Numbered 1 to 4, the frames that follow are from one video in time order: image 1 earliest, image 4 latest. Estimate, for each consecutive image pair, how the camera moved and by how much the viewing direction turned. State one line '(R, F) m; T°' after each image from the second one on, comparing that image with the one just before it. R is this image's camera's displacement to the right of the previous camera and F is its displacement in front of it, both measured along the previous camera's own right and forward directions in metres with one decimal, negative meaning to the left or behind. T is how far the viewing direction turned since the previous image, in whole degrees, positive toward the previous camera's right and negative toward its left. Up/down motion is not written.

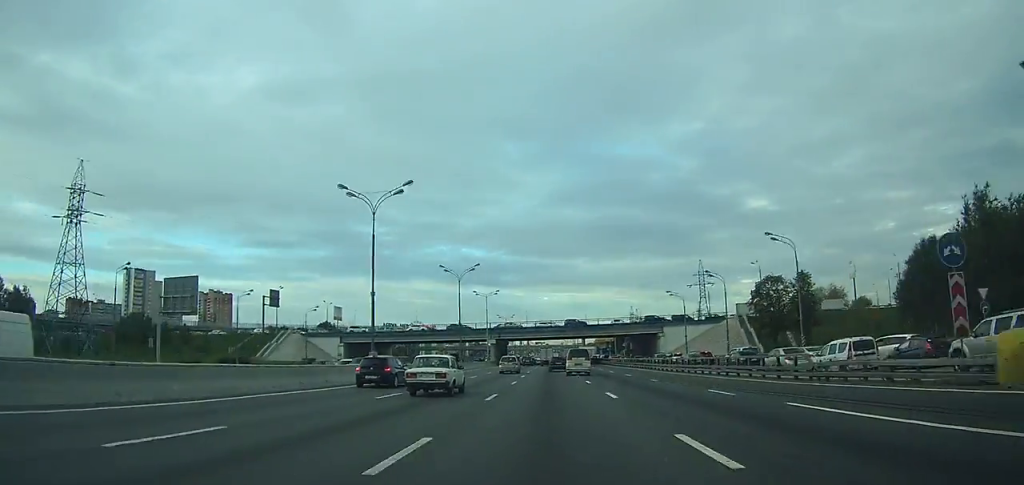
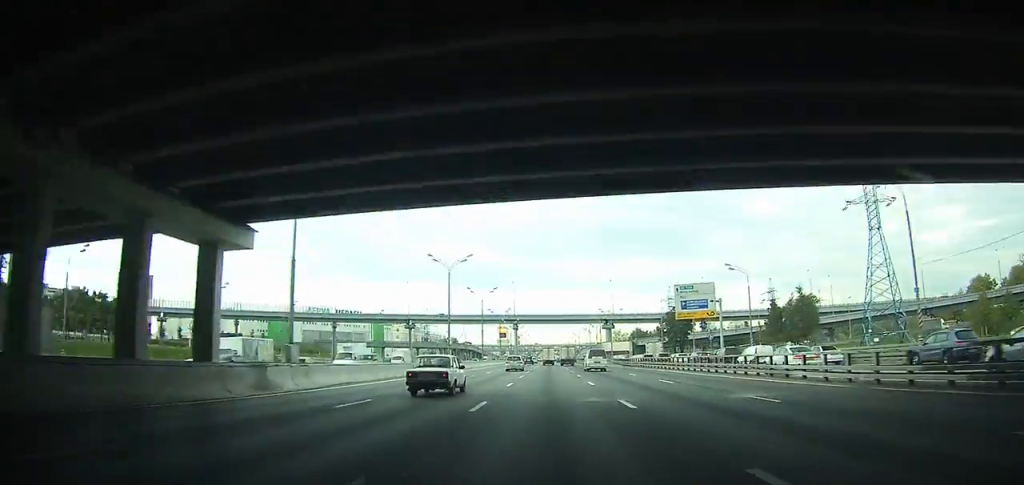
(-1.0, +137.4) m; -1°
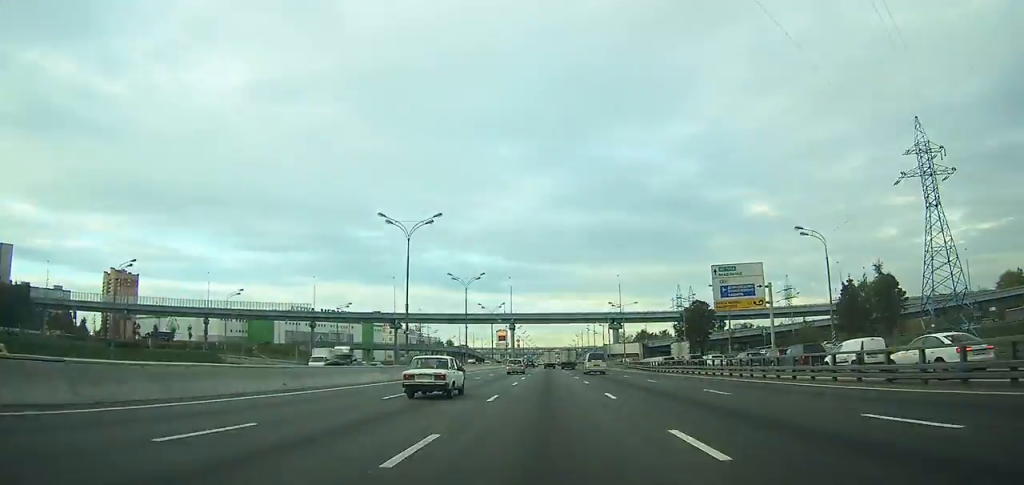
(+0.1, +20.3) m; +1°
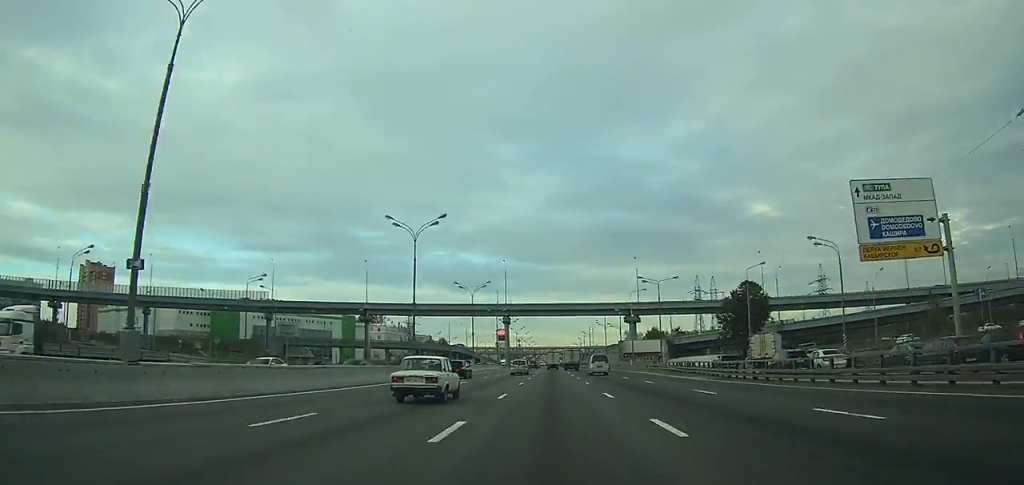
(+0.2, +32.1) m; +1°
